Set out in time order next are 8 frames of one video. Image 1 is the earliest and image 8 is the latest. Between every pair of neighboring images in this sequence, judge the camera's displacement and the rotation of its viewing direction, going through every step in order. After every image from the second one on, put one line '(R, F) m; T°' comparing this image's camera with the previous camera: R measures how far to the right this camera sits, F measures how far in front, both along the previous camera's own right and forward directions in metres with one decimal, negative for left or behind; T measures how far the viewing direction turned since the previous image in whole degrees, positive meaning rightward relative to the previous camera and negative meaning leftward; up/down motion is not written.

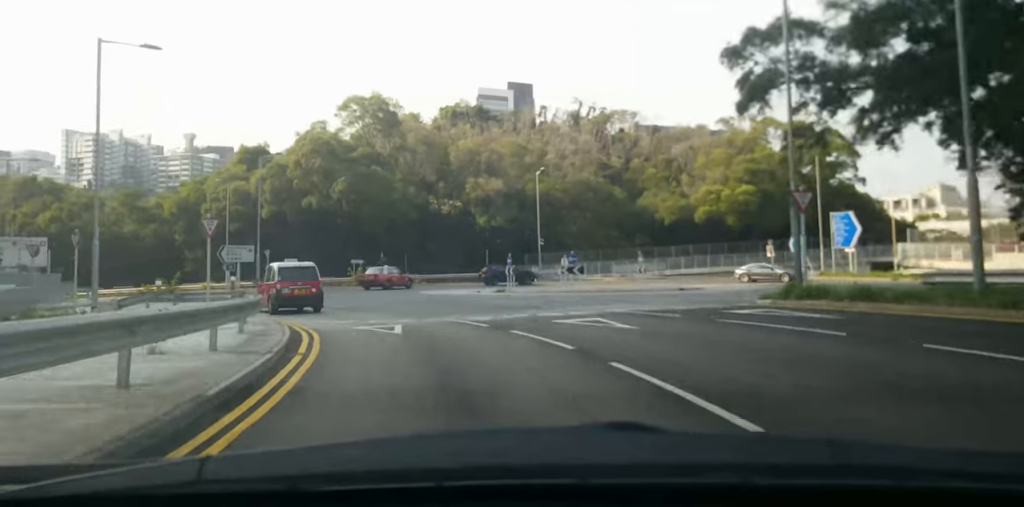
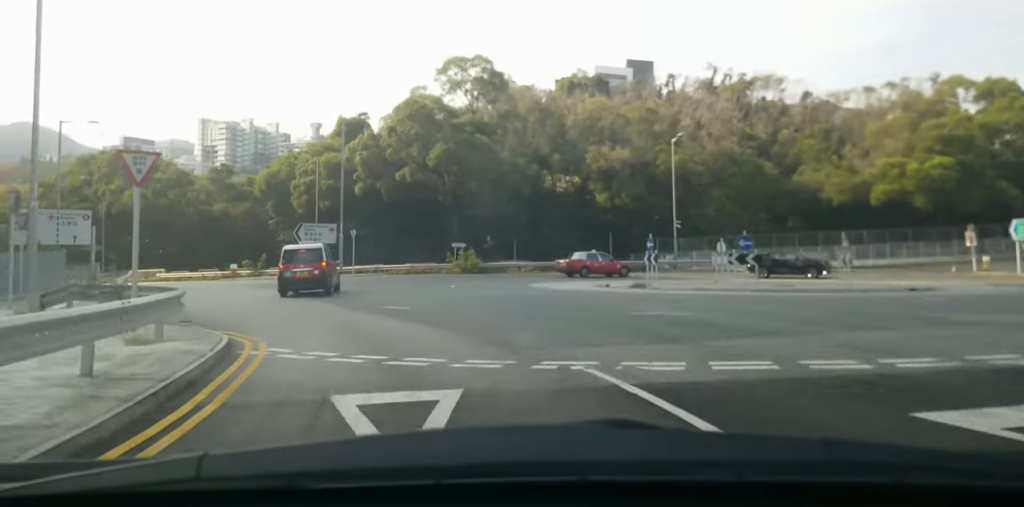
(-2.0, +9.9) m; -17°
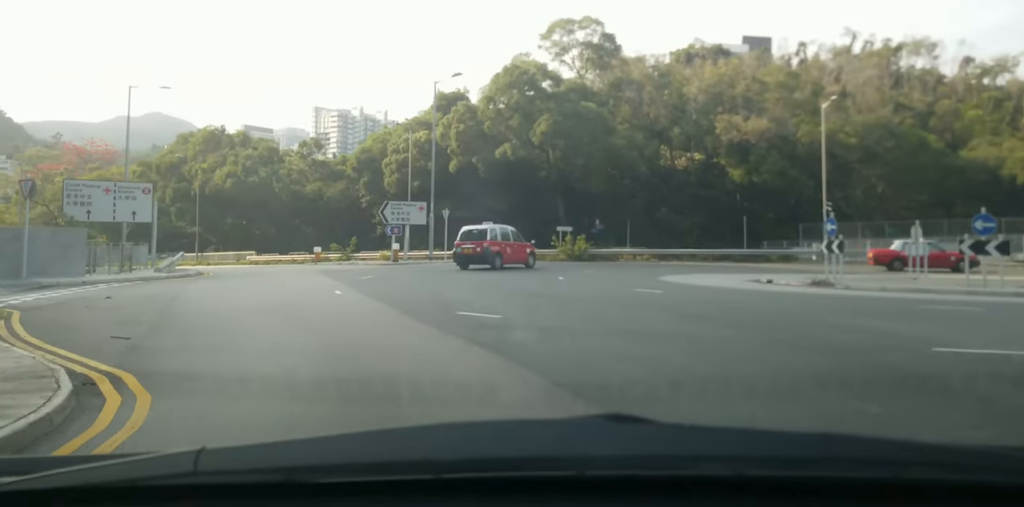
(-1.2, +8.4) m; -18°
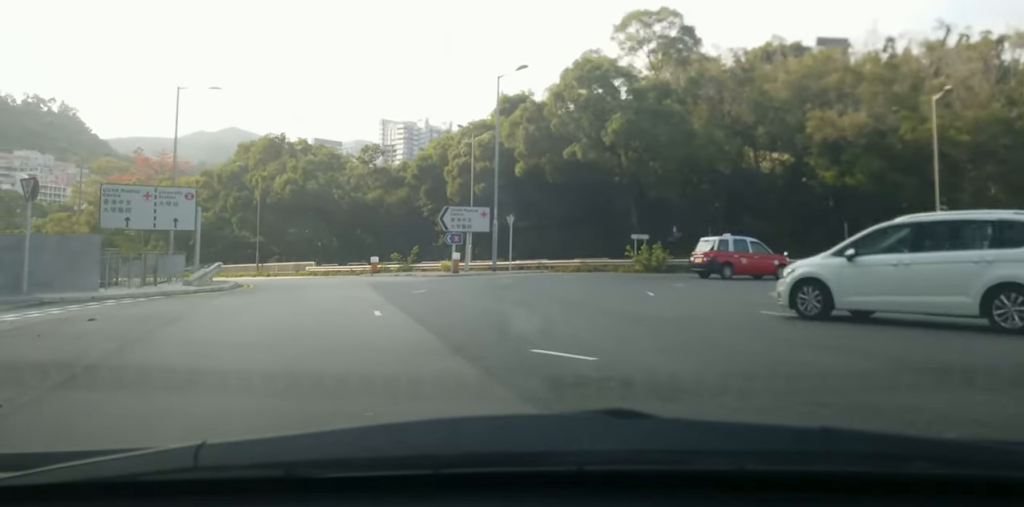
(-0.9, +5.9) m; -4°
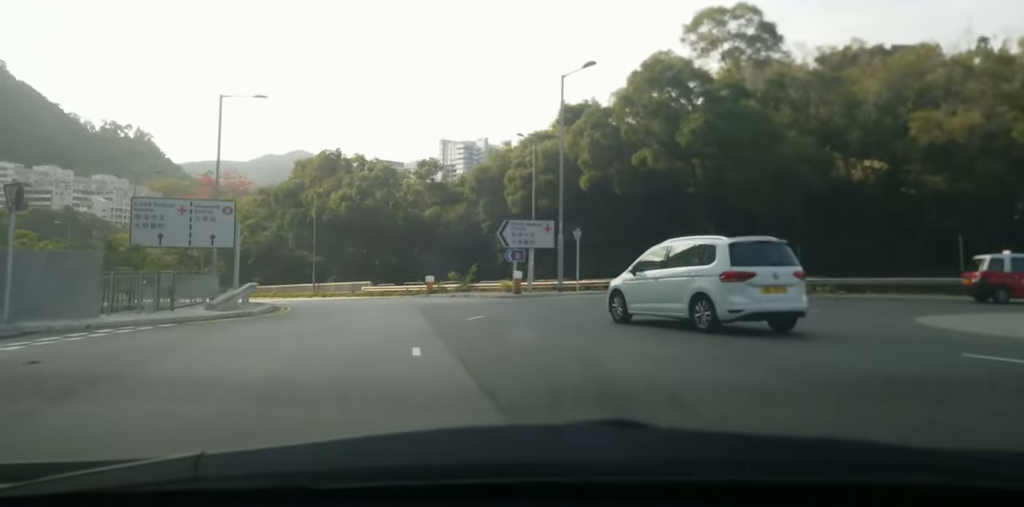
(+0.5, +3.9) m; 0°
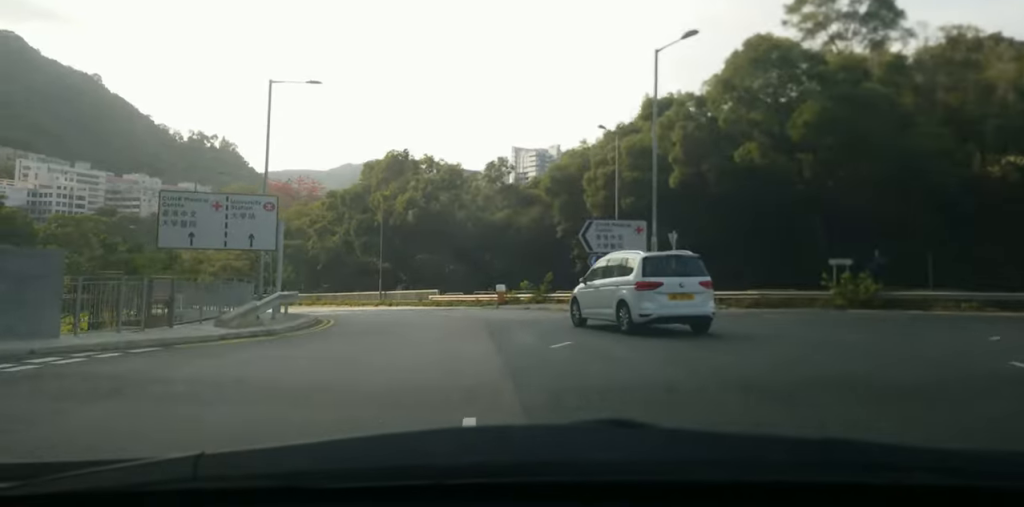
(-0.3, +4.3) m; -4°
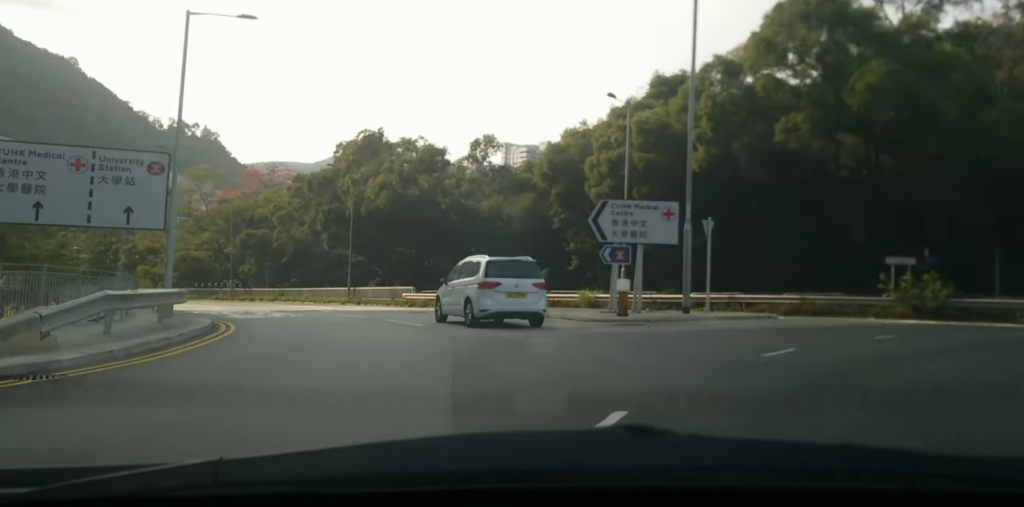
(-0.2, +6.1) m; +6°
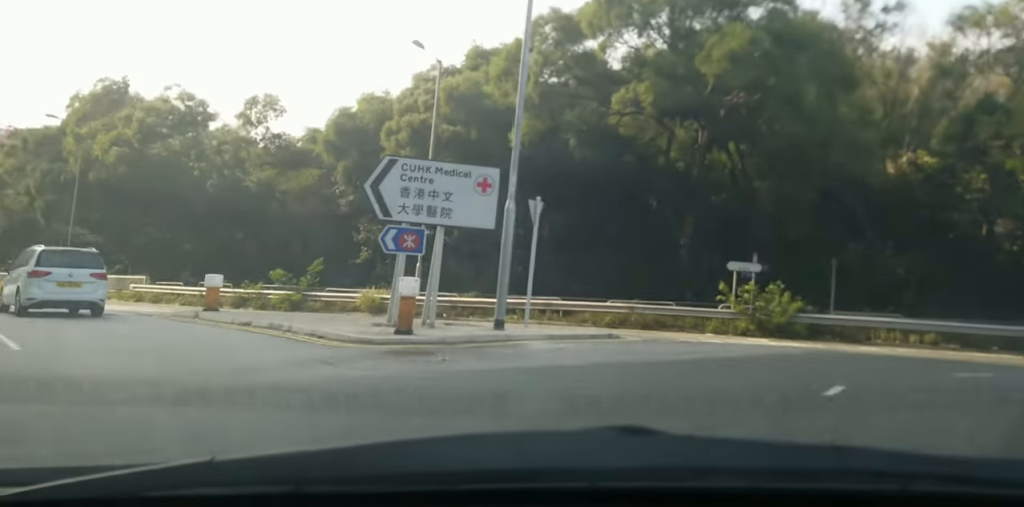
(+0.9, +6.8) m; +16°
